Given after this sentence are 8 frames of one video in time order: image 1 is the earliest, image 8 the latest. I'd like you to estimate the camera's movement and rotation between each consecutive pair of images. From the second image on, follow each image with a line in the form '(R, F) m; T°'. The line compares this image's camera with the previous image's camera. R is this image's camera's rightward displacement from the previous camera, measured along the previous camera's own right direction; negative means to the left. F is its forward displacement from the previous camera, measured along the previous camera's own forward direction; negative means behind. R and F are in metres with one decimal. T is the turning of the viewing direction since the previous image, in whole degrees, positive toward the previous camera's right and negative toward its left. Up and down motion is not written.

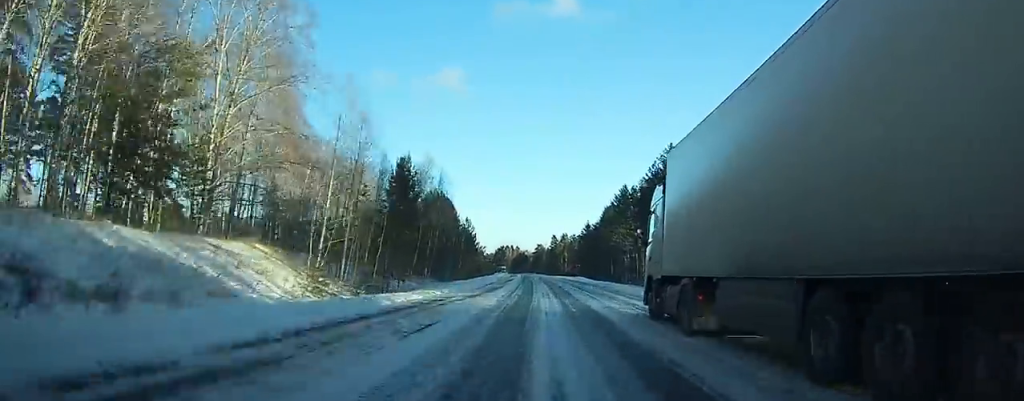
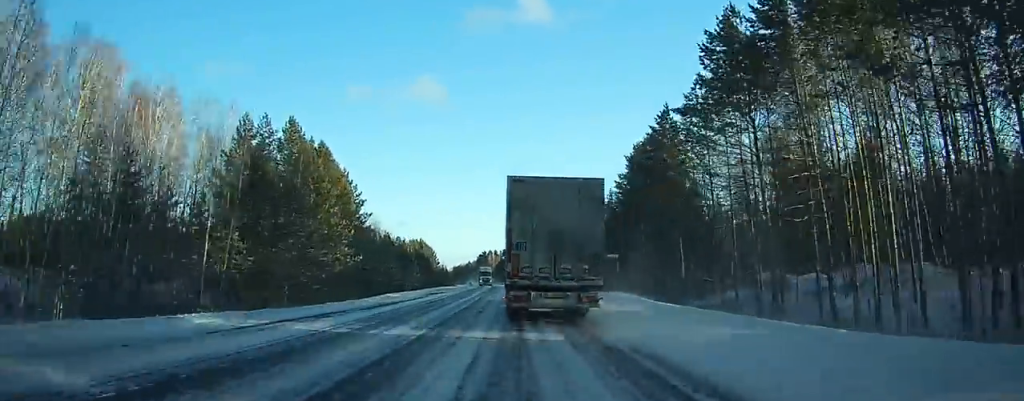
(+1.6, +80.4) m; -1°
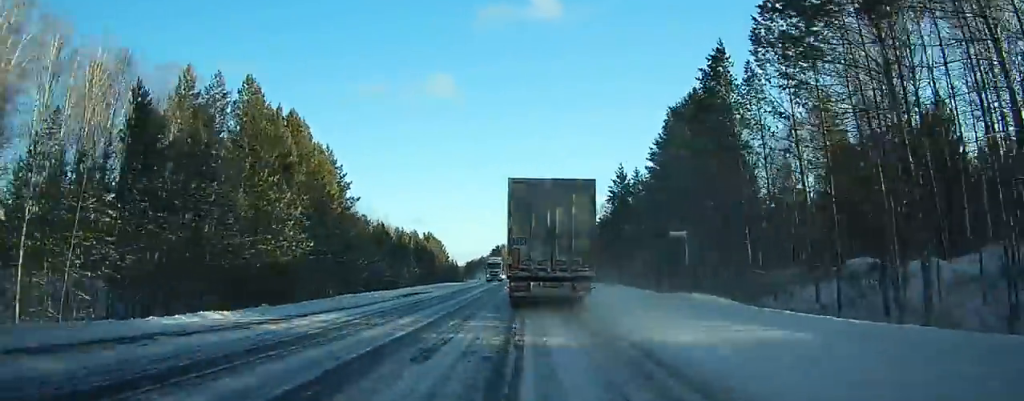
(0.0, +12.7) m; -1°
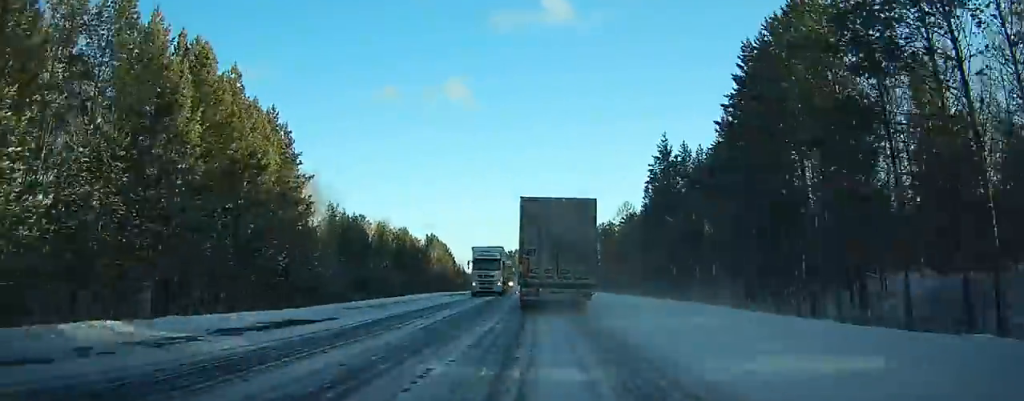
(-0.4, +20.4) m; -1°
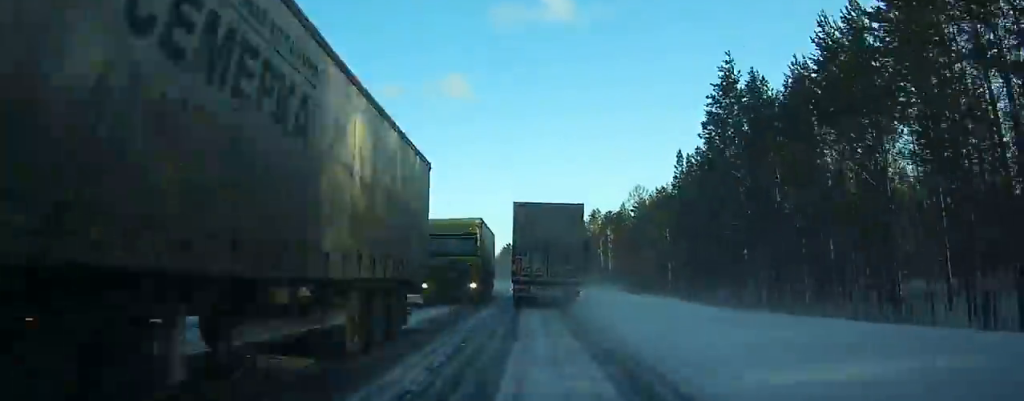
(-0.2, +21.7) m; -1°
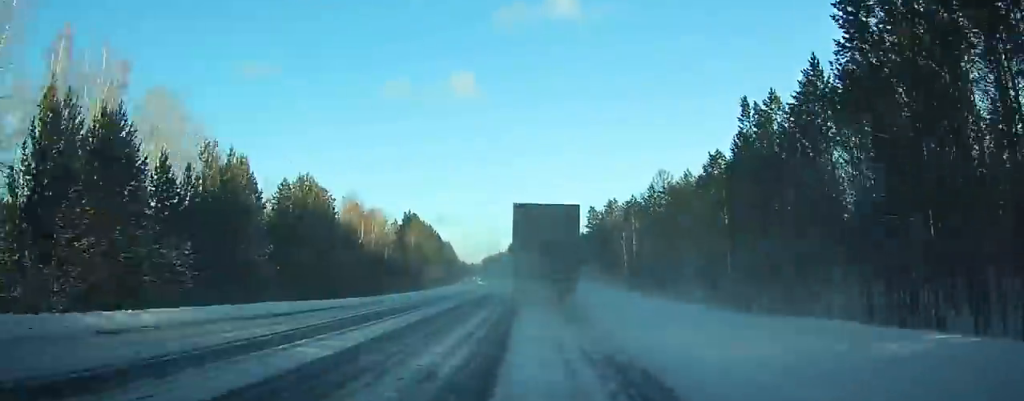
(+0.2, +19.9) m; -1°
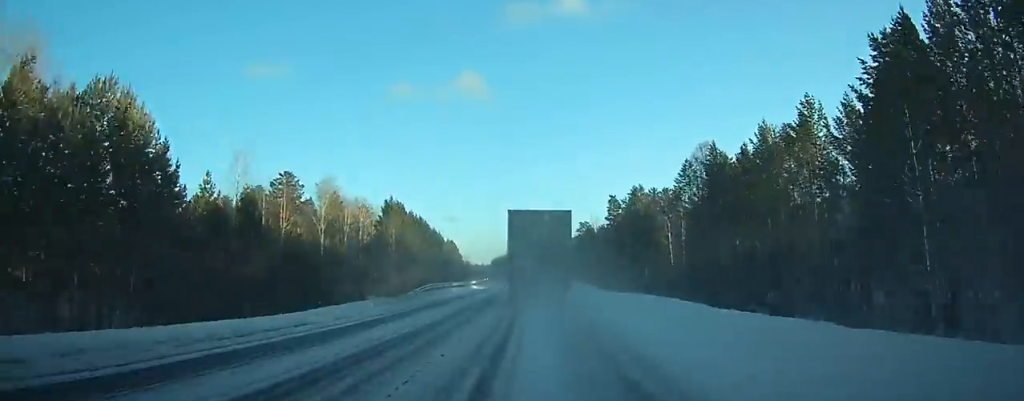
(-0.8, +27.2) m; -2°
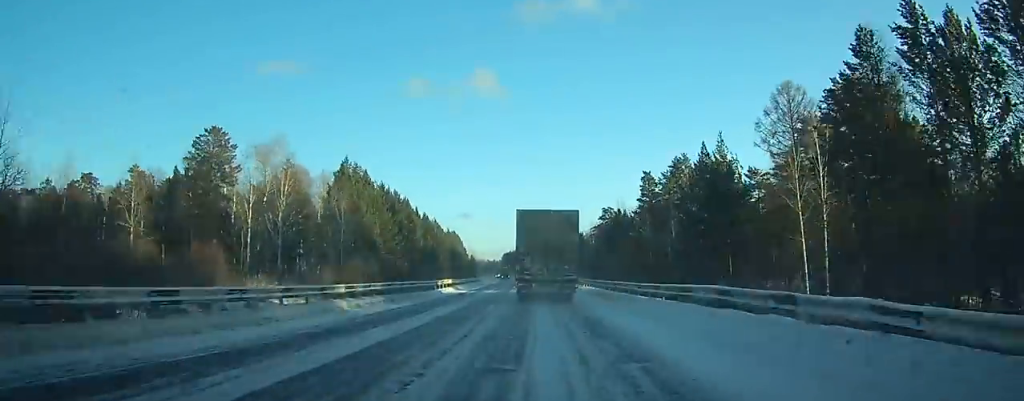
(-0.7, +33.7) m; -2°
